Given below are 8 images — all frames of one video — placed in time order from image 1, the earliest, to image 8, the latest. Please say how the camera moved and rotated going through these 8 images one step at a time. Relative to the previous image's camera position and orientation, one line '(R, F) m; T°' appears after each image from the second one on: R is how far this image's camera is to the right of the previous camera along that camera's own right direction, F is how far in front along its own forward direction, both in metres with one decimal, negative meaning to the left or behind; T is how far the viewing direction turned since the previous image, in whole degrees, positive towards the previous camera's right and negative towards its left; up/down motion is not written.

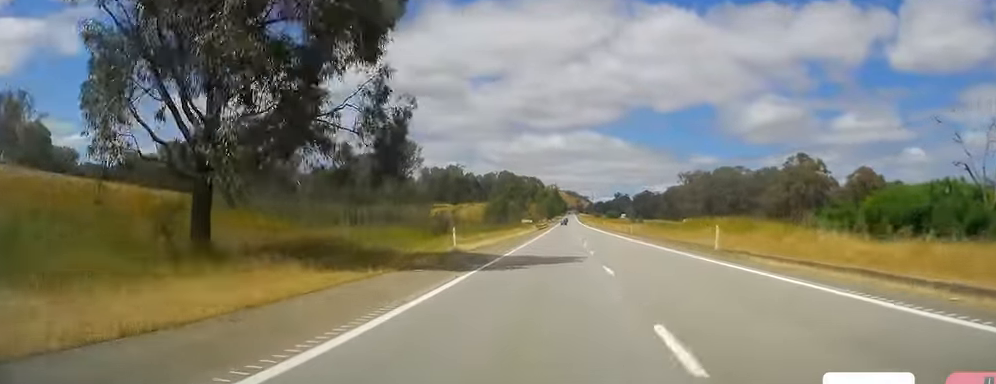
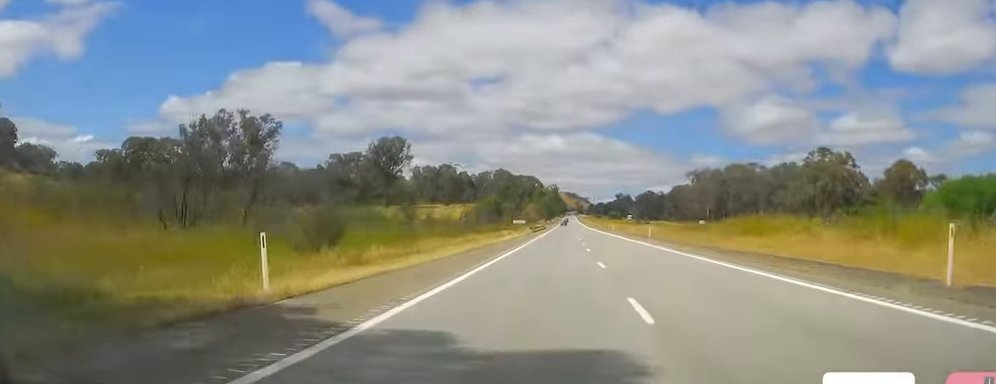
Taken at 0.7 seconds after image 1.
(-0.5, +20.9) m; +1°
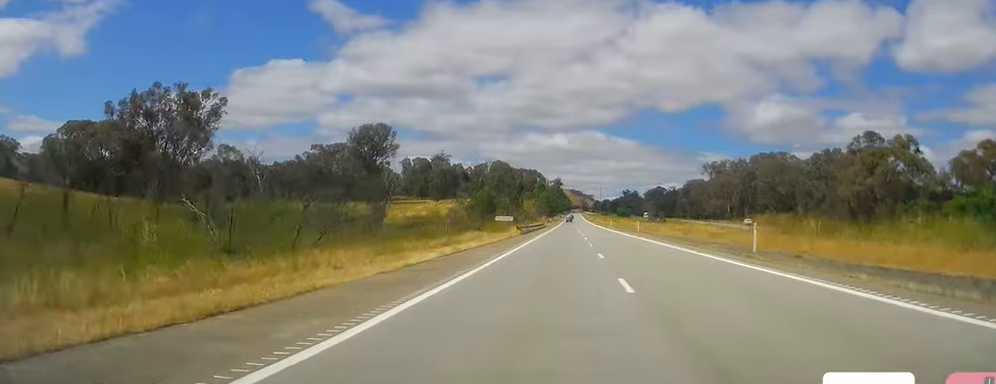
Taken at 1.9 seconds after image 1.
(+1.1, +32.4) m; 0°
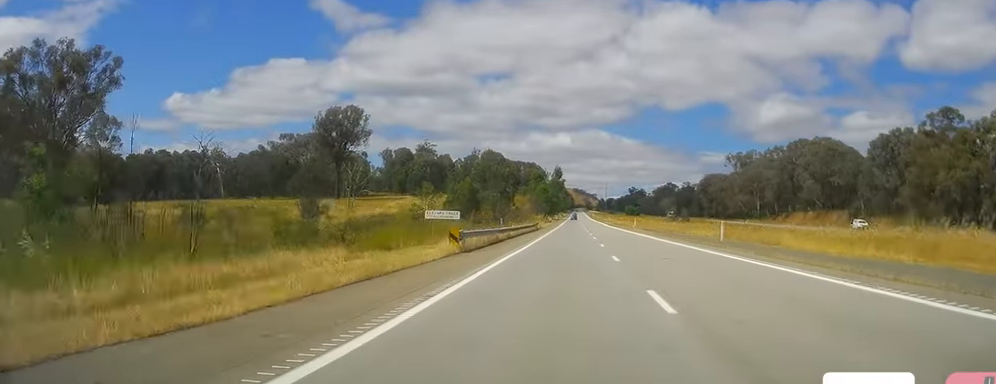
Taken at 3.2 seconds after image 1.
(-0.8, +39.0) m; 0°
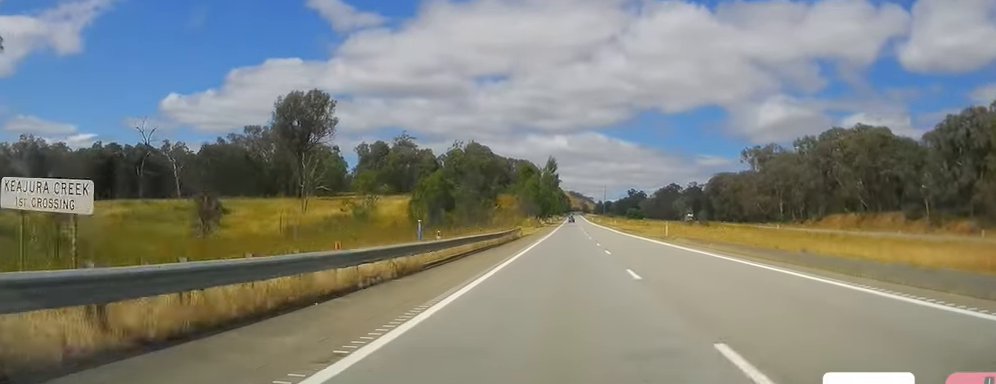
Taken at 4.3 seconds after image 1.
(+0.3, +29.5) m; -1°
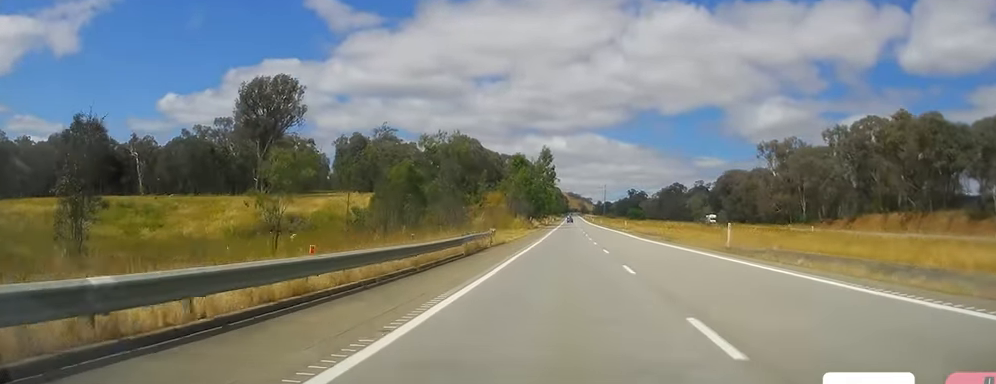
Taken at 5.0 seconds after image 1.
(-0.6, +21.9) m; -1°
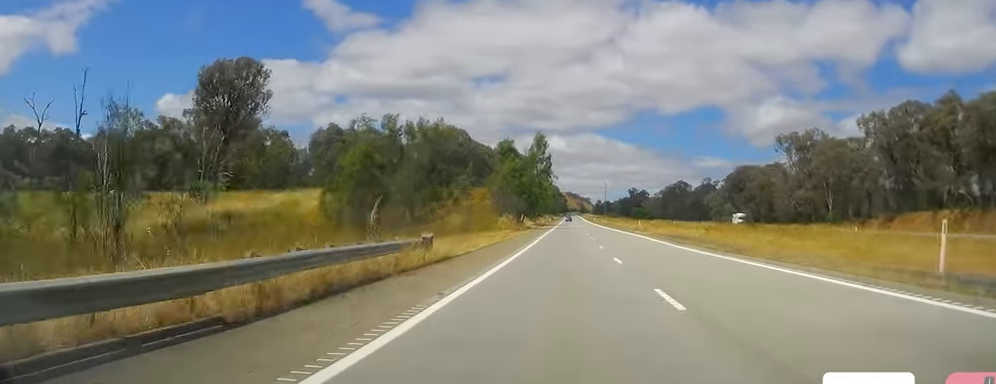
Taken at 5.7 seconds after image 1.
(+0.3, +20.0) m; +1°
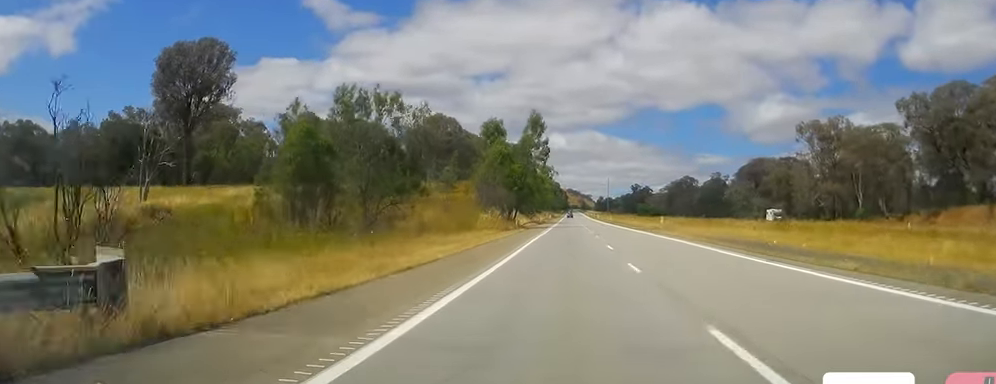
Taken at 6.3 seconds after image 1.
(+0.1, +17.2) m; 0°
